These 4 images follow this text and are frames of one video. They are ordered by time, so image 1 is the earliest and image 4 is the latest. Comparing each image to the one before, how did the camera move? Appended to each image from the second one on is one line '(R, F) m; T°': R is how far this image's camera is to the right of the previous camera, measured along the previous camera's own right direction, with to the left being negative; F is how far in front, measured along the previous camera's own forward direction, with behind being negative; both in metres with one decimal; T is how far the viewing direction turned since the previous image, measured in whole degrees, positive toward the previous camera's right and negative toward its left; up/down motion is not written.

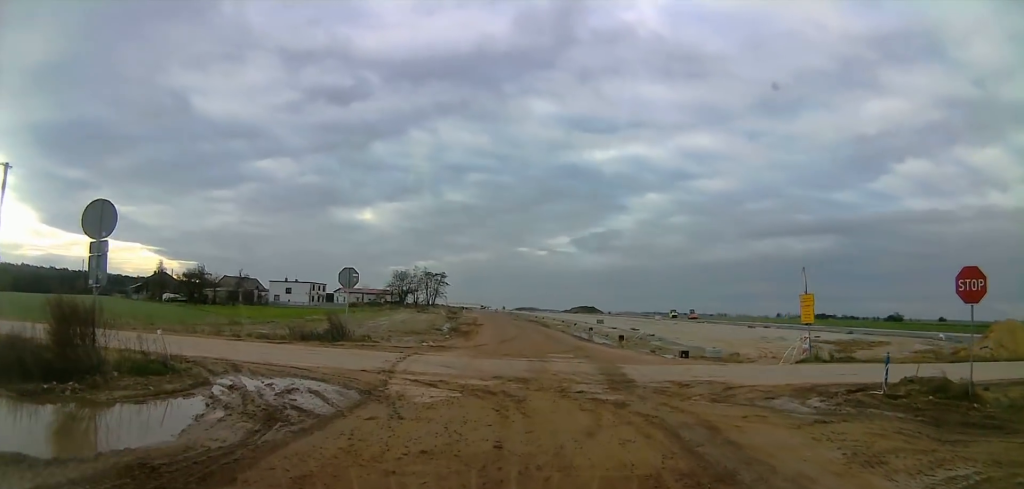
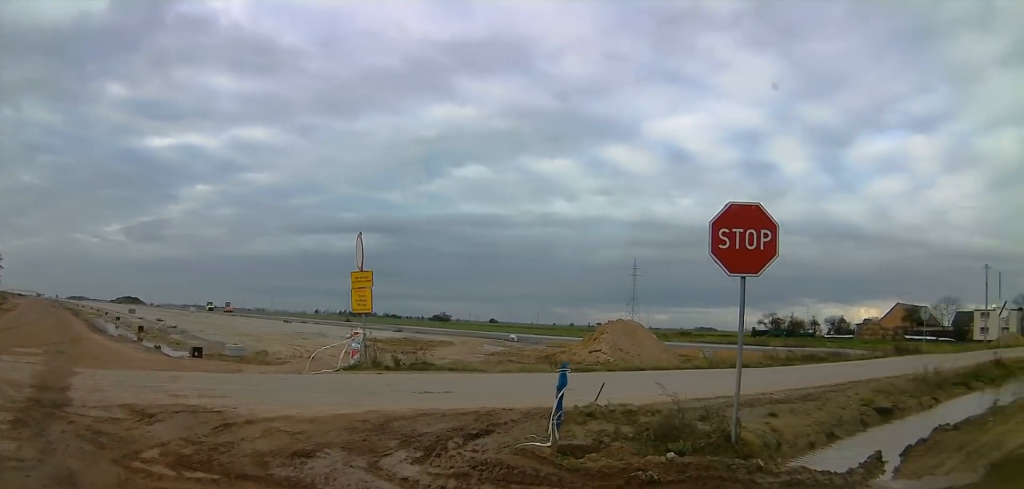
(+1.4, +8.4) m; +39°
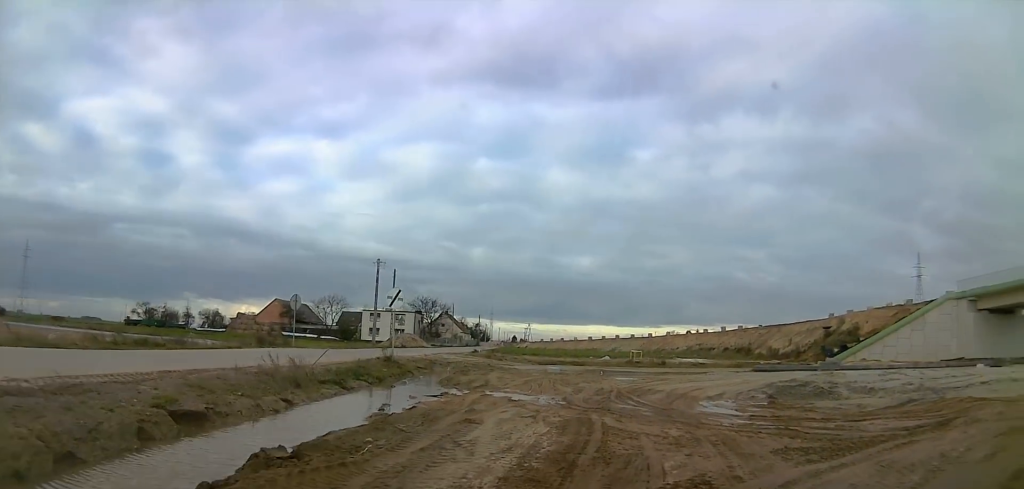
(+3.7, +5.3) m; +70°
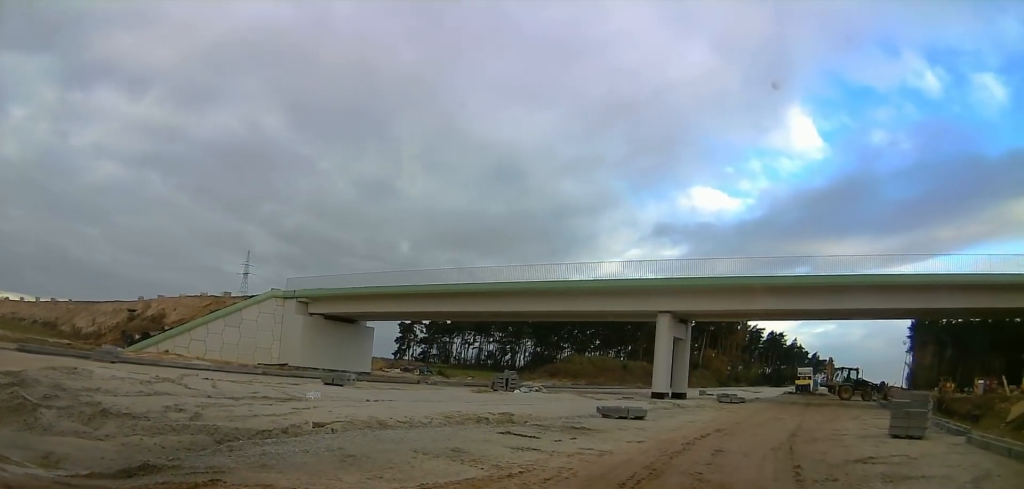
(+3.3, +7.0) m; +46°
